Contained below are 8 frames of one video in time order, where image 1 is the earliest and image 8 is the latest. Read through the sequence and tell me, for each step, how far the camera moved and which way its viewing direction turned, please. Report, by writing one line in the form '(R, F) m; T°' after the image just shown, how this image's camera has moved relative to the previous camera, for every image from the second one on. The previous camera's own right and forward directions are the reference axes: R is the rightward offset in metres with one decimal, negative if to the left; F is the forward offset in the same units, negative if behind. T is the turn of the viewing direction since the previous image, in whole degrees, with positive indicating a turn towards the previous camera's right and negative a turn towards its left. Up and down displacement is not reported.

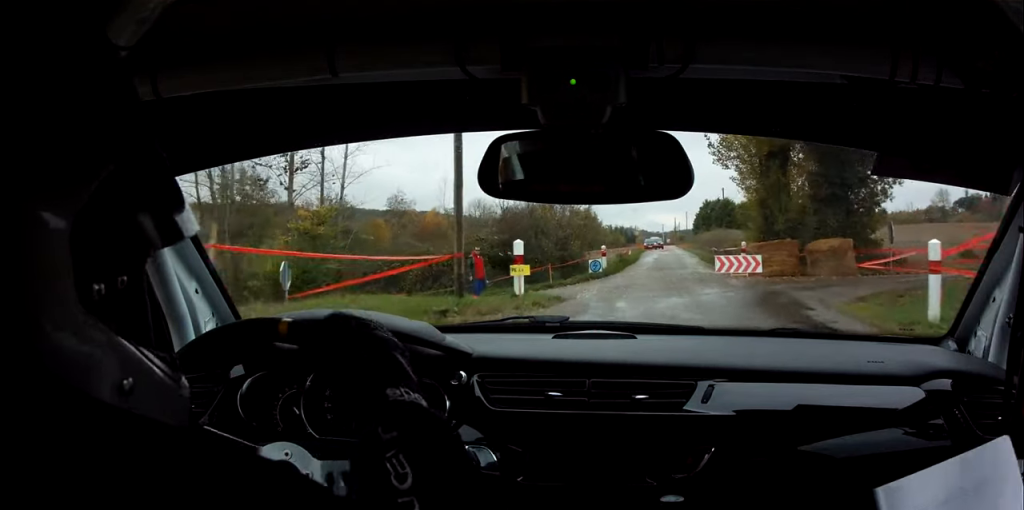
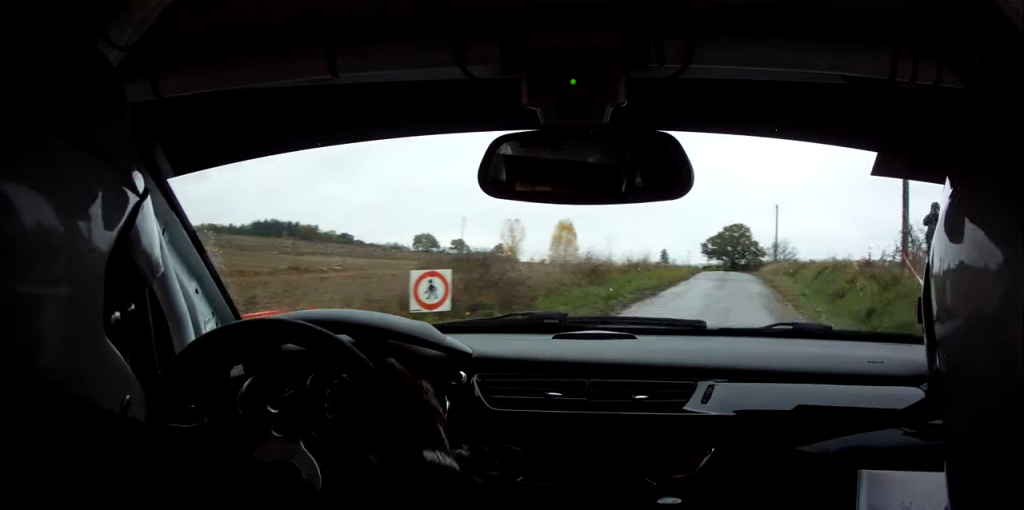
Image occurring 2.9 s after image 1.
(+16.9, +23.4) m; +70°
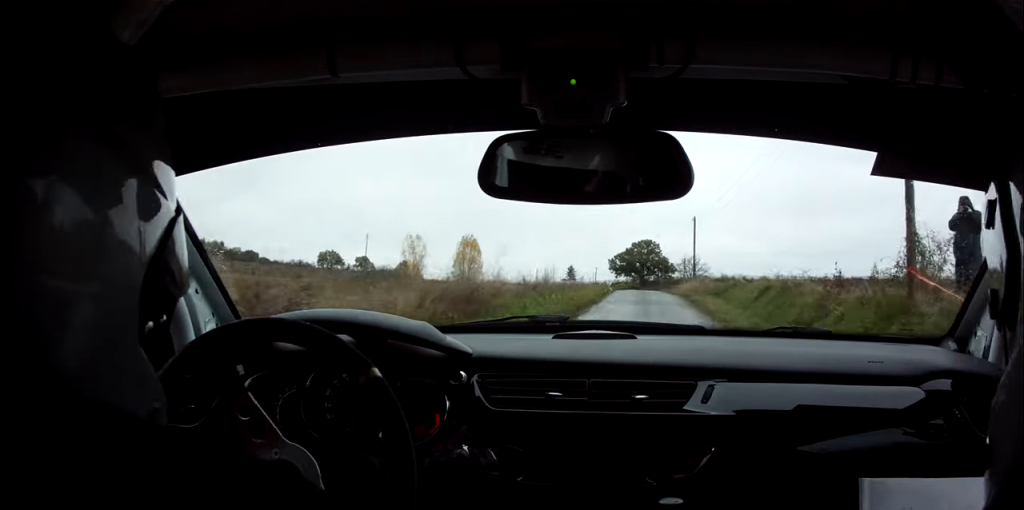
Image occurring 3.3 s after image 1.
(+0.4, +5.7) m; +7°
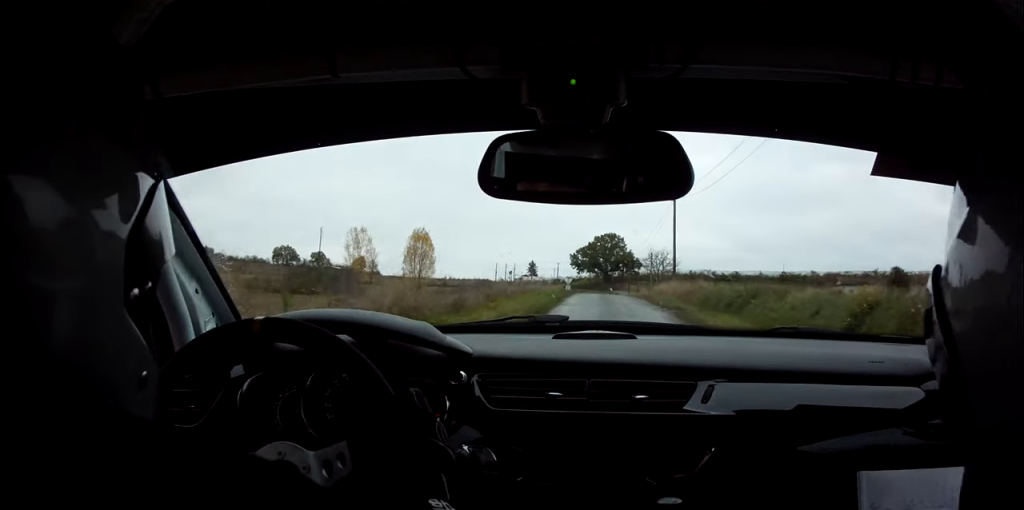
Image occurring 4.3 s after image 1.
(+0.8, +14.0) m; +7°
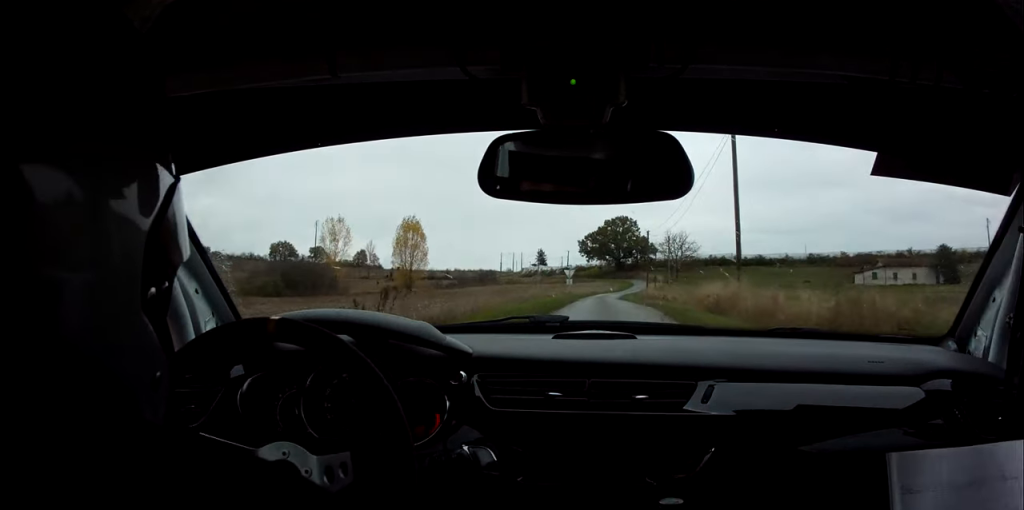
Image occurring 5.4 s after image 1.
(+0.9, +21.1) m; +2°
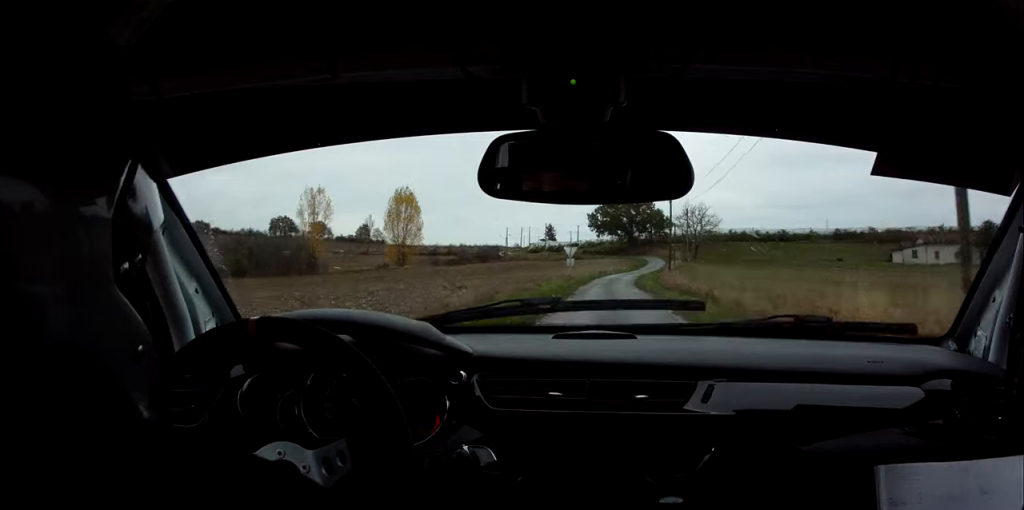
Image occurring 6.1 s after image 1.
(0.0, +16.0) m; -1°
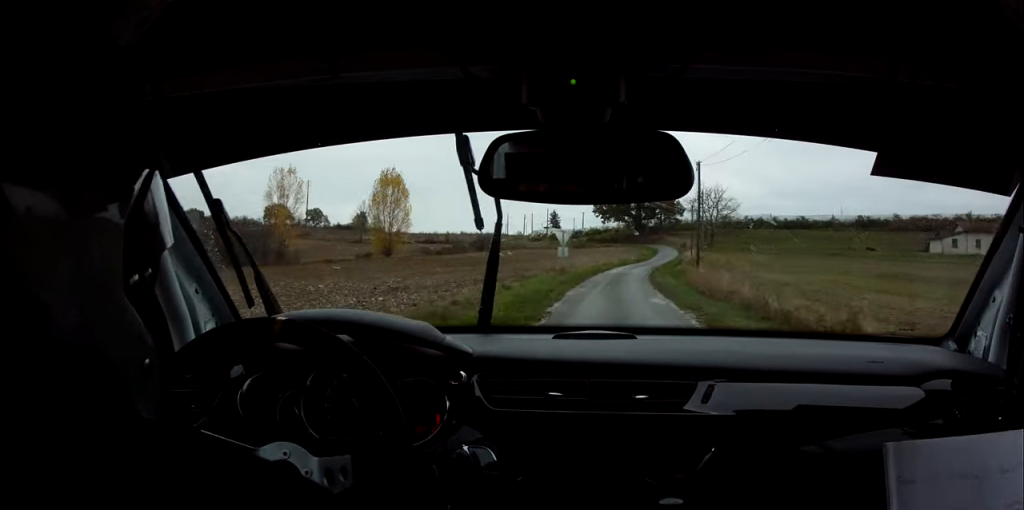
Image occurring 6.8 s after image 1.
(-0.1, +15.7) m; 0°
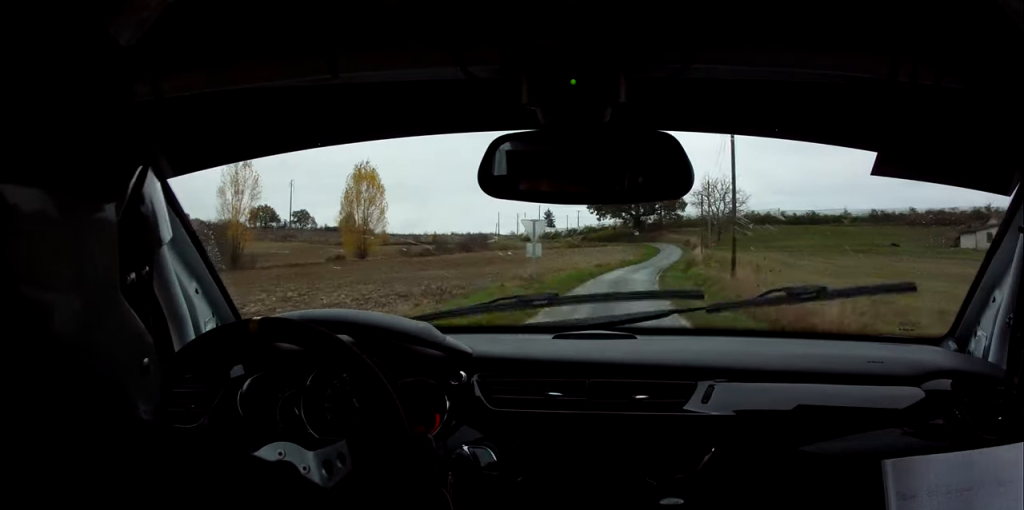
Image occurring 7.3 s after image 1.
(-0.1, +13.8) m; 0°
